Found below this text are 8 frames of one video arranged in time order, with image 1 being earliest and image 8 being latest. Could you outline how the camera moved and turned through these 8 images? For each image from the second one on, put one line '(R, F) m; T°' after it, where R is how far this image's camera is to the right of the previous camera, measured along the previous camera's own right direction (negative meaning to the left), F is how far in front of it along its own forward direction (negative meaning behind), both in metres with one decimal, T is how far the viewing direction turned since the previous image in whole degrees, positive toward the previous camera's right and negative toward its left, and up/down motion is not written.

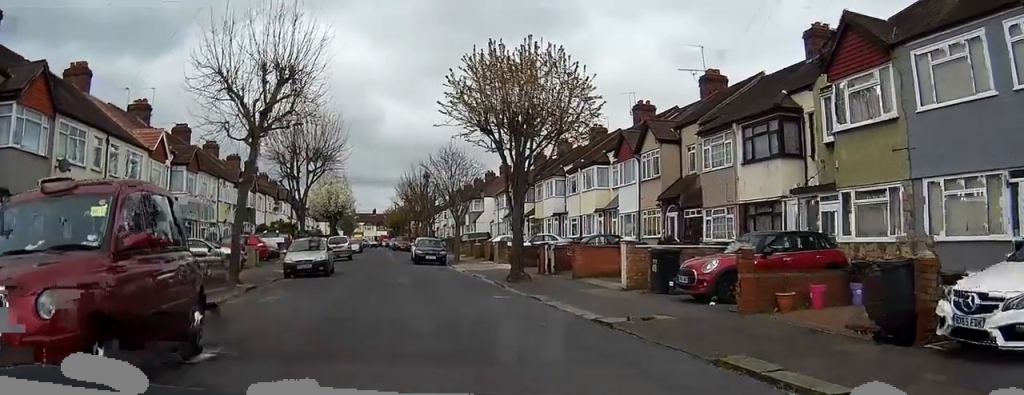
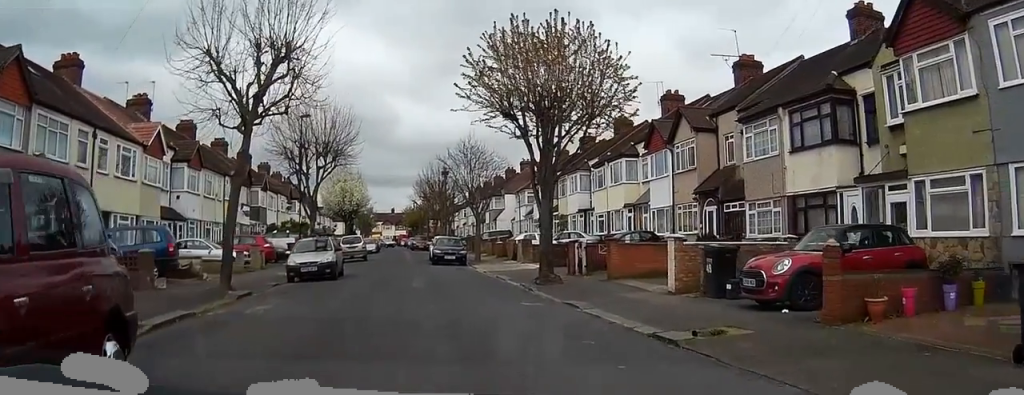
(0.0, +2.5) m; -2°
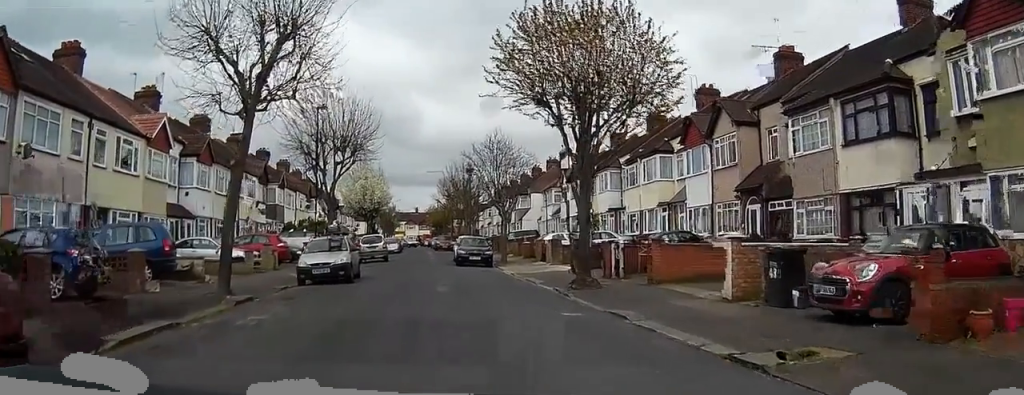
(-0.1, +2.4) m; -1°
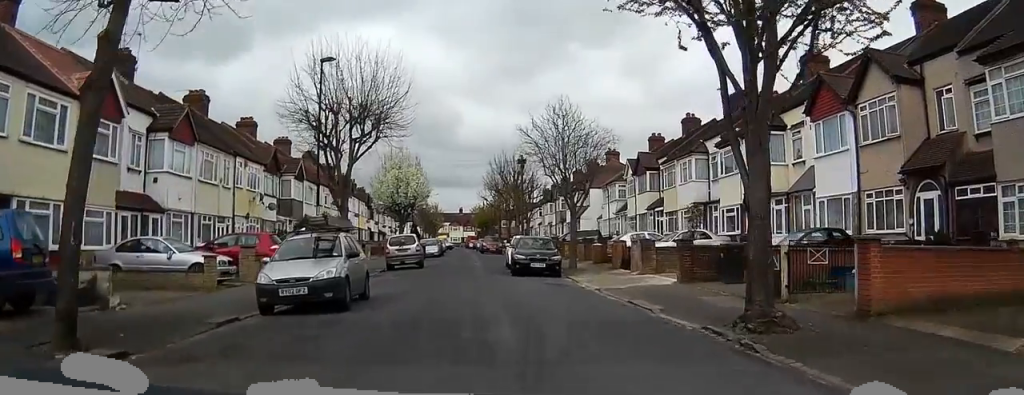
(-0.3, +9.7) m; -2°
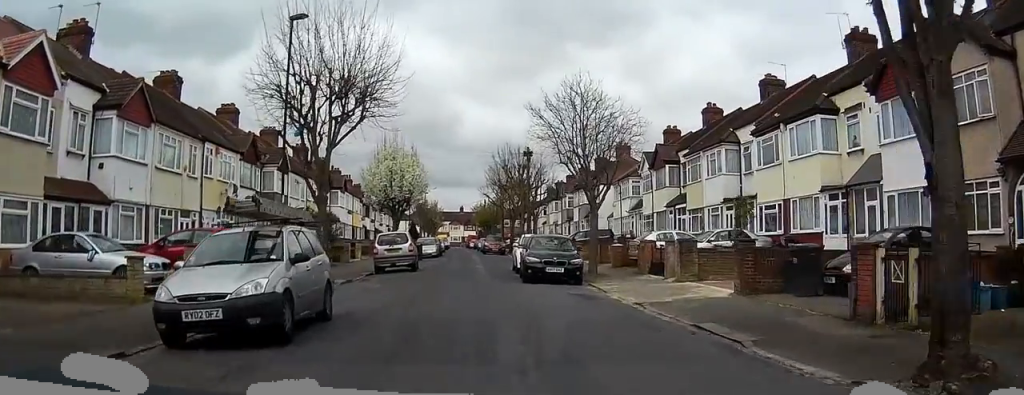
(0.0, +5.1) m; 0°
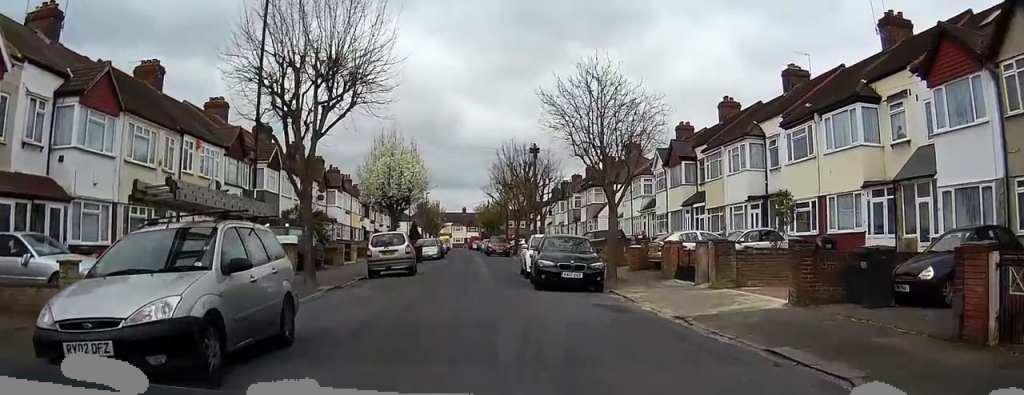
(0.0, +3.0) m; +1°
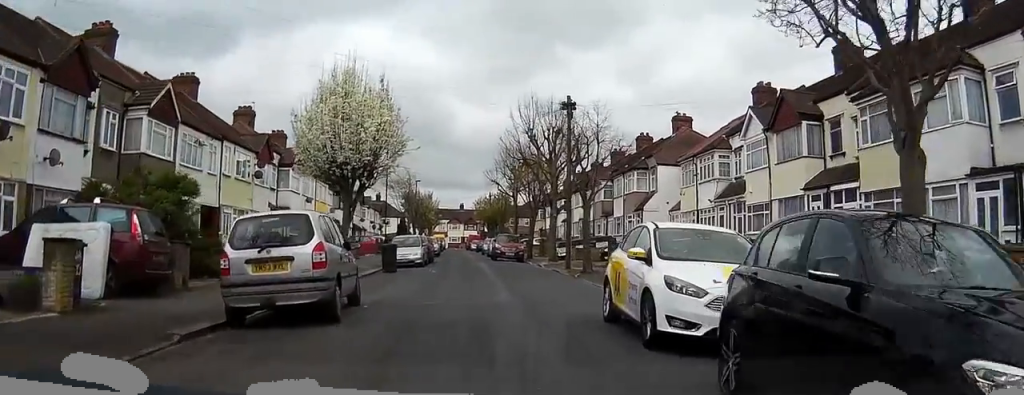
(-0.3, +16.5) m; -7°
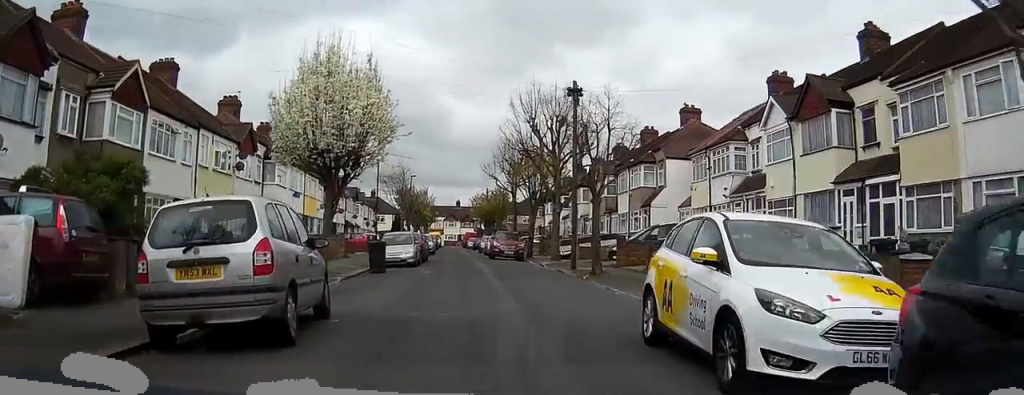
(-0.1, +2.7) m; -1°
